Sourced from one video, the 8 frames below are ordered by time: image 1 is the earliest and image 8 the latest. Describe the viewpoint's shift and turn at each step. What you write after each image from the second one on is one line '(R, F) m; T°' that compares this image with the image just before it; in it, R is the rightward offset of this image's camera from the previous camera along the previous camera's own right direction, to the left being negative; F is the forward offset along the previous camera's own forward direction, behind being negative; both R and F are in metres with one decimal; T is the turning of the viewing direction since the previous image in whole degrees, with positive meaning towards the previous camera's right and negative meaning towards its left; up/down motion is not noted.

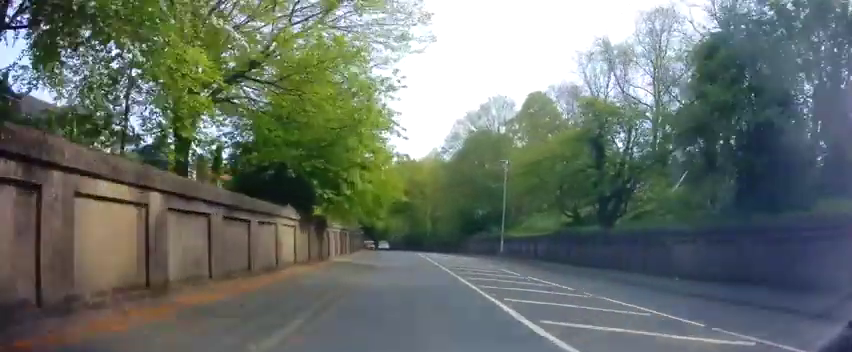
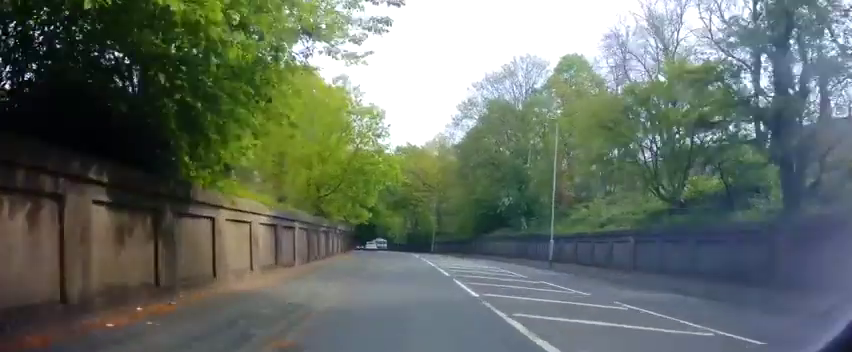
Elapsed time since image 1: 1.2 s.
(-0.2, +14.1) m; -1°
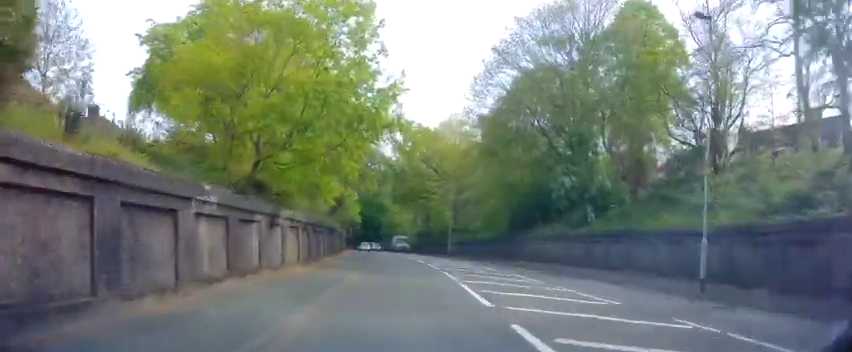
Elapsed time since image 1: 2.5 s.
(+0.1, +14.2) m; 0°
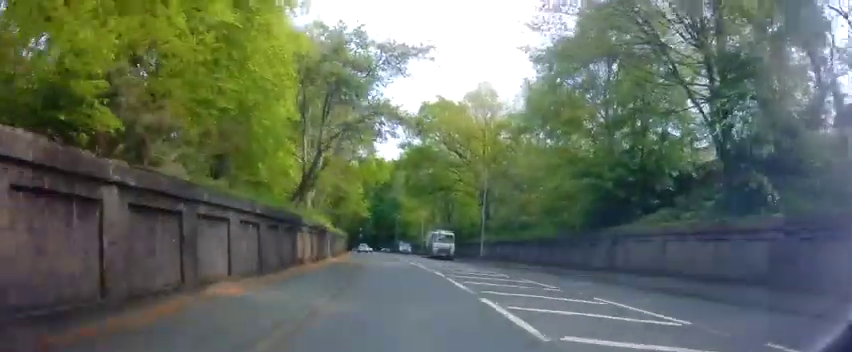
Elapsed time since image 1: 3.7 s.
(-0.3, +14.7) m; -3°
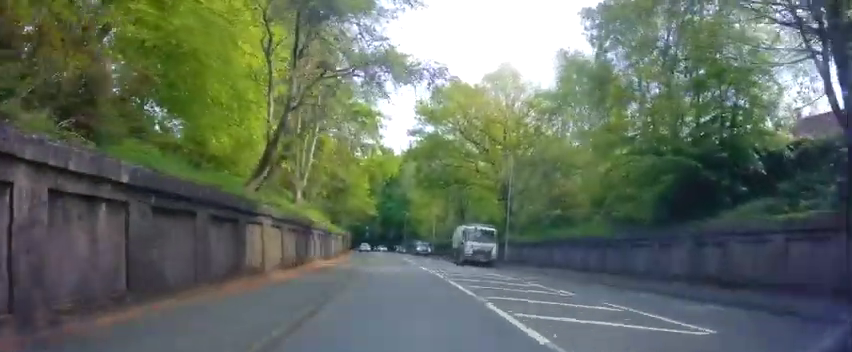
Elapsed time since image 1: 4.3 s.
(-0.2, +6.6) m; 0°
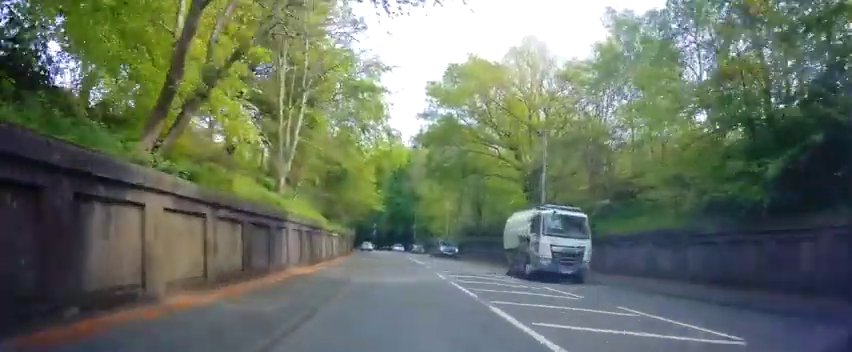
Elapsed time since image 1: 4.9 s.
(-0.1, +6.6) m; 0°
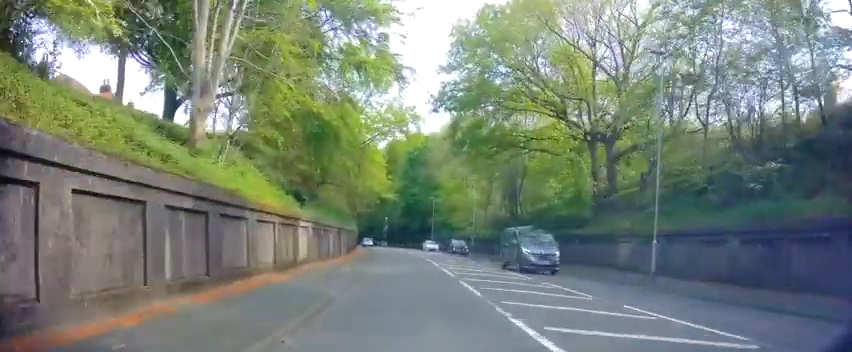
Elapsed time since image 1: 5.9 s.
(+0.1, +12.1) m; -2°
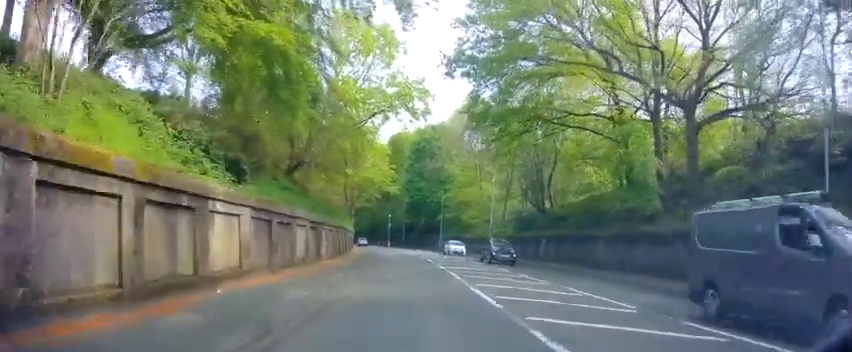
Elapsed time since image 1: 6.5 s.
(-0.3, +7.9) m; -2°
